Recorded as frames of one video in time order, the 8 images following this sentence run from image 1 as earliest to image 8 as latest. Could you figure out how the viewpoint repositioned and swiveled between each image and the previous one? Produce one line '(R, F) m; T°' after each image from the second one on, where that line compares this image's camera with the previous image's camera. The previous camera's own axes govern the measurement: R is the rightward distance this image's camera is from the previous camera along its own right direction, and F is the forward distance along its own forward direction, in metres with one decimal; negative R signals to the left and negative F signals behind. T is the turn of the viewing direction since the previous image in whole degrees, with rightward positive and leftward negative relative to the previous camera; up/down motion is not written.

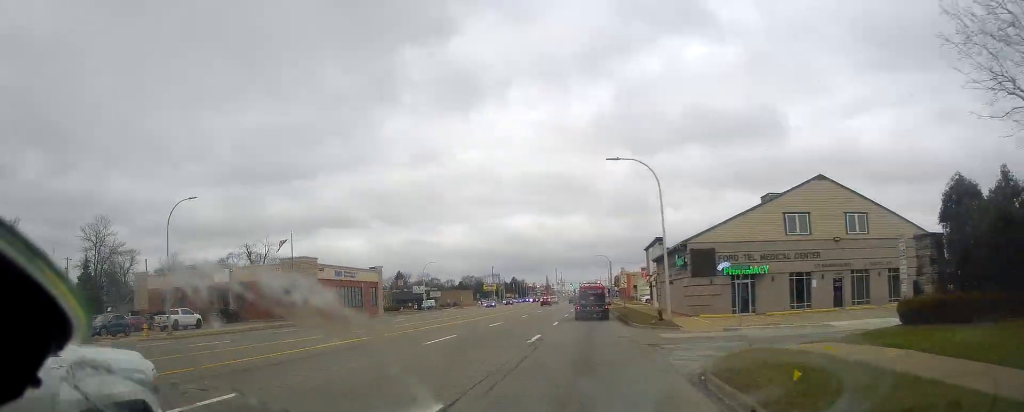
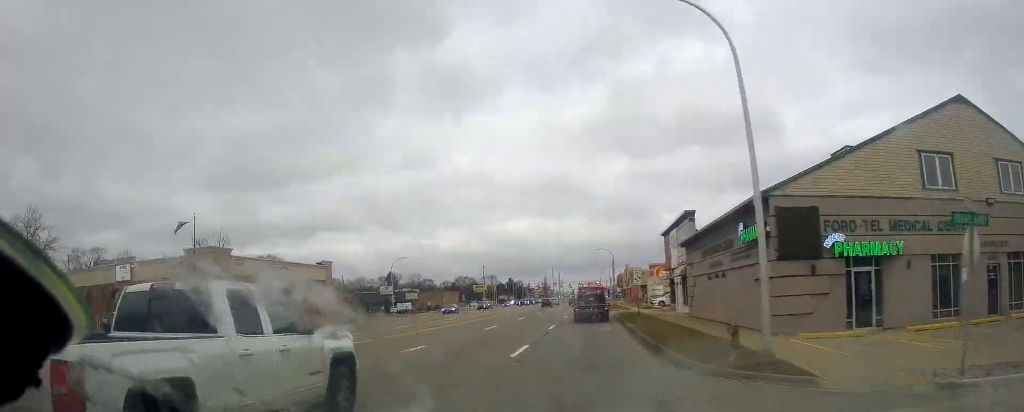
(0.0, +17.5) m; 0°
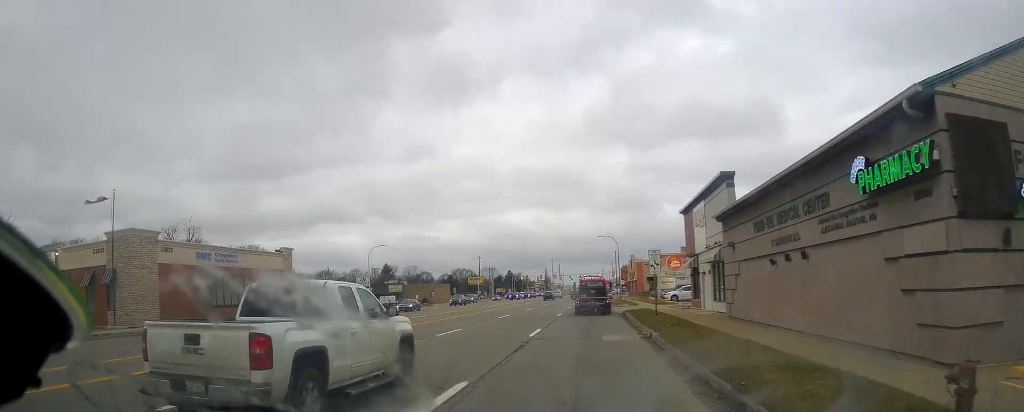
(0.0, +10.3) m; 0°
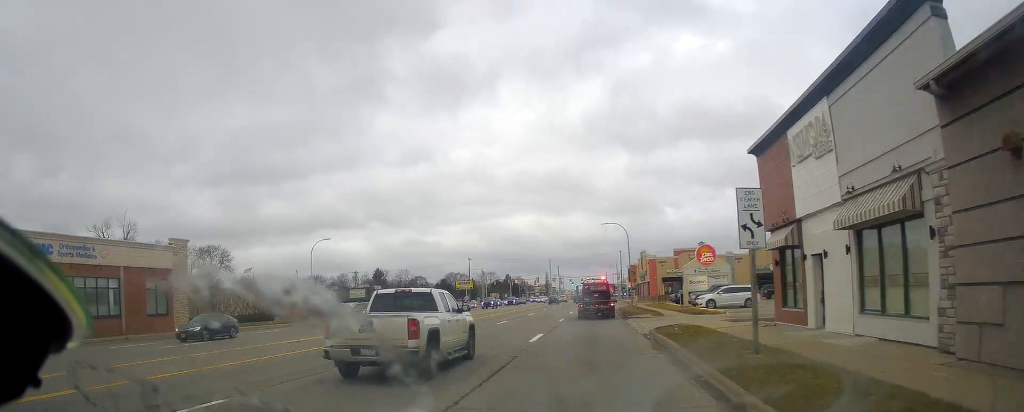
(0.0, +18.2) m; 0°
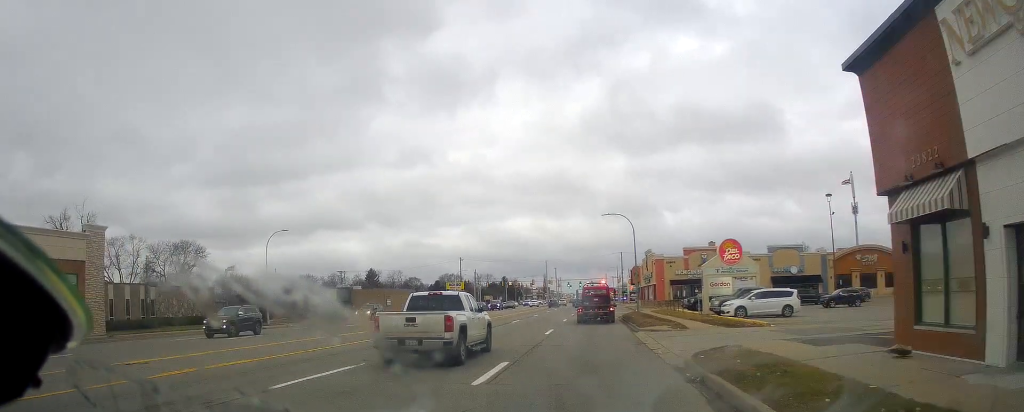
(0.0, +9.6) m; 0°
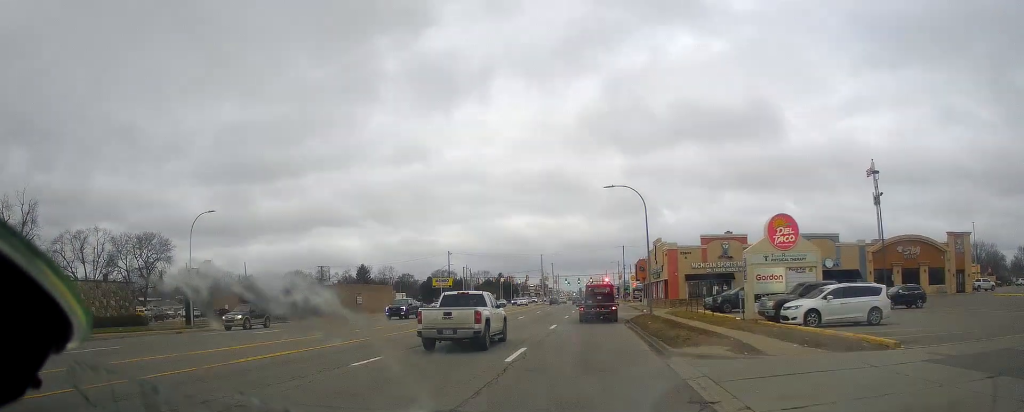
(0.0, +12.0) m; -1°
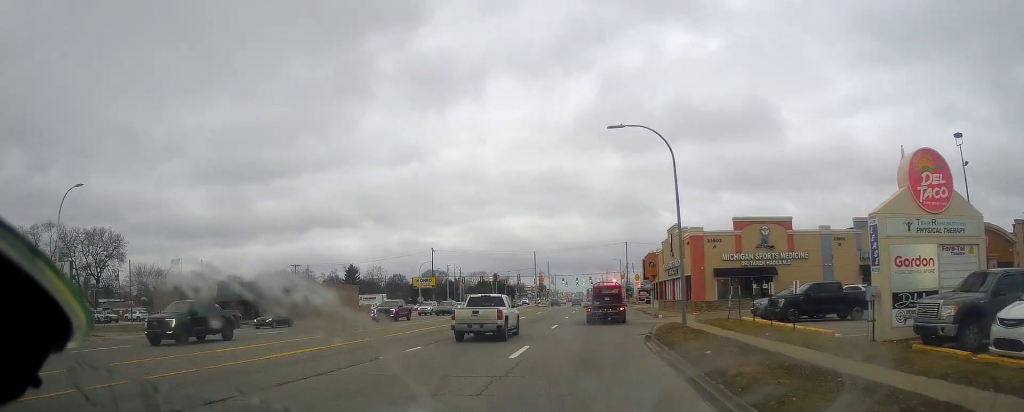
(-0.2, +14.4) m; -1°
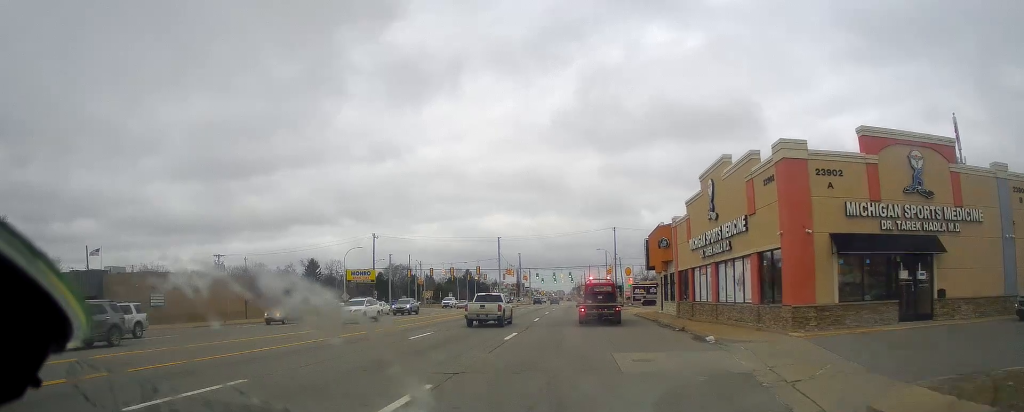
(+0.3, +25.4) m; +2°
